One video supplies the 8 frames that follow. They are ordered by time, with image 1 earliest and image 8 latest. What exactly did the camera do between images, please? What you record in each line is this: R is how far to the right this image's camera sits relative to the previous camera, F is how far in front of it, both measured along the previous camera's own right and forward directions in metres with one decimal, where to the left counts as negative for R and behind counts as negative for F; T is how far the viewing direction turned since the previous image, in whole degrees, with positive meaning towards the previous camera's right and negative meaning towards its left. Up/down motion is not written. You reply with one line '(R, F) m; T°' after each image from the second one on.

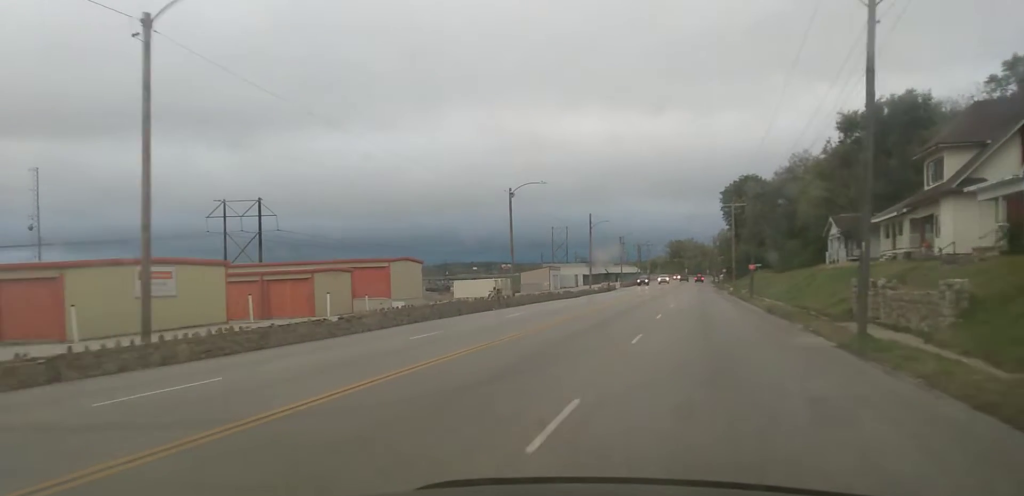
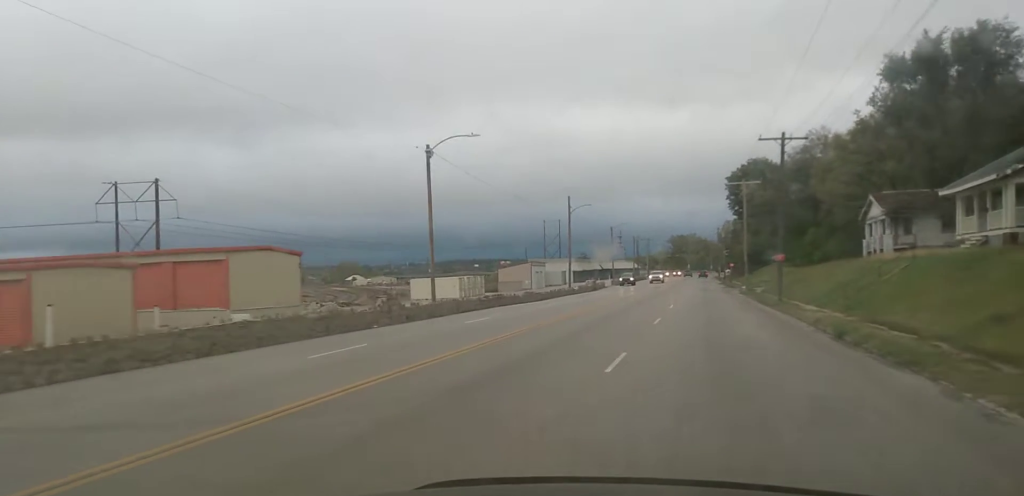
(+0.3, +20.1) m; +1°
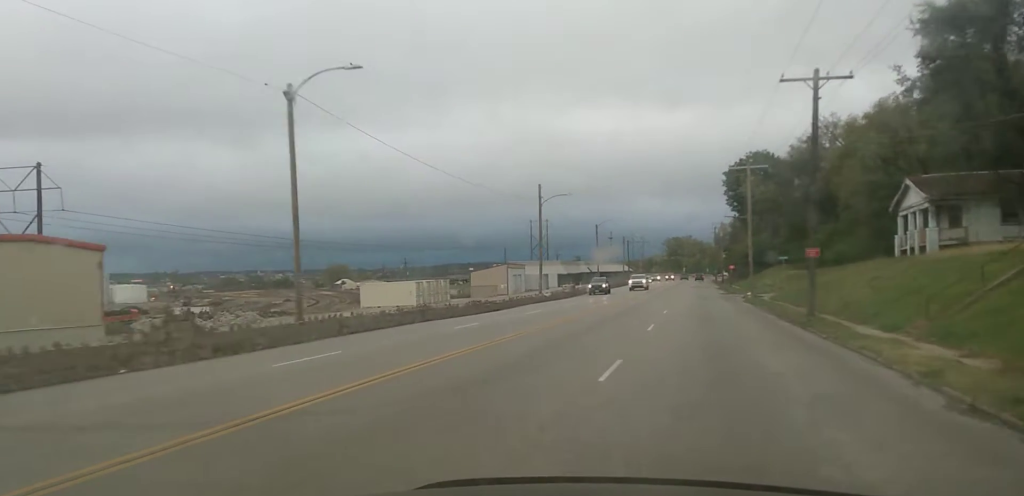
(+0.2, +12.0) m; 0°
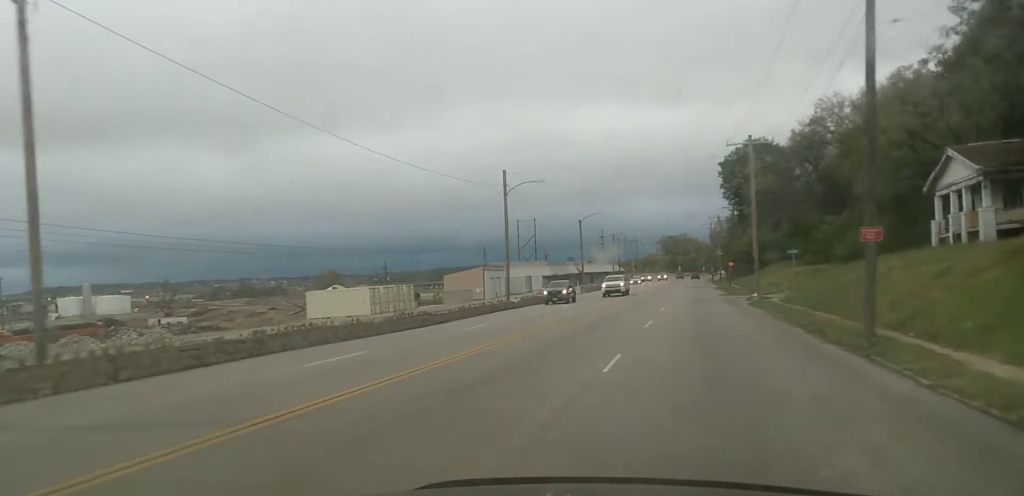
(-0.1, +10.5) m; -1°
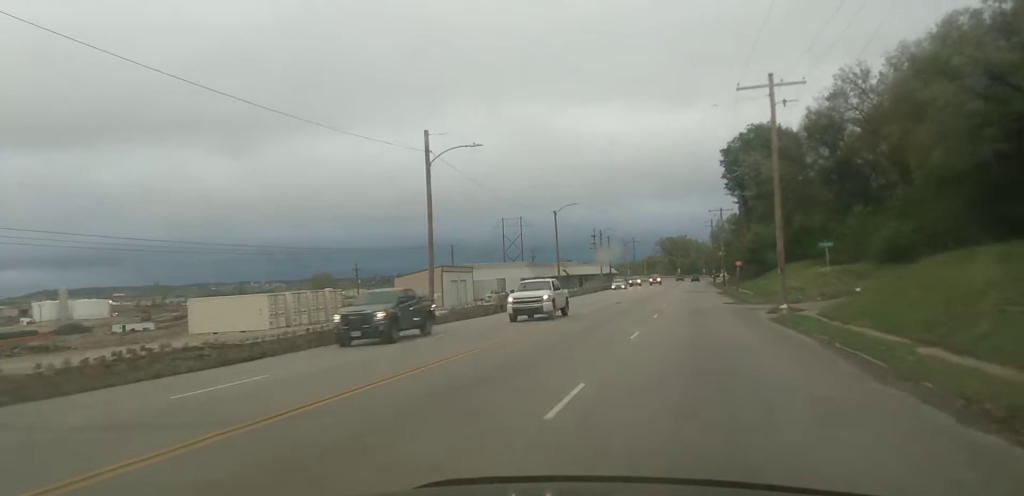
(-0.1, +16.5) m; +1°
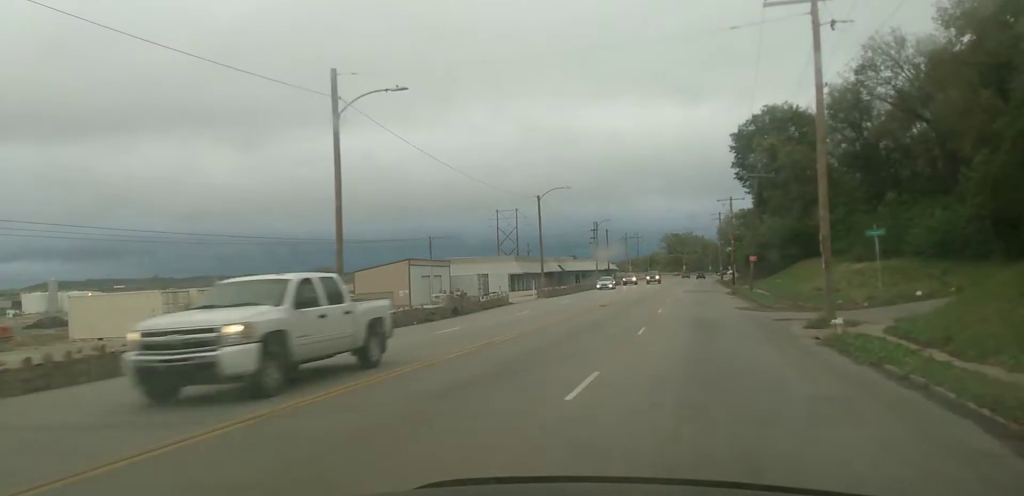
(+0.1, +11.6) m; 0°
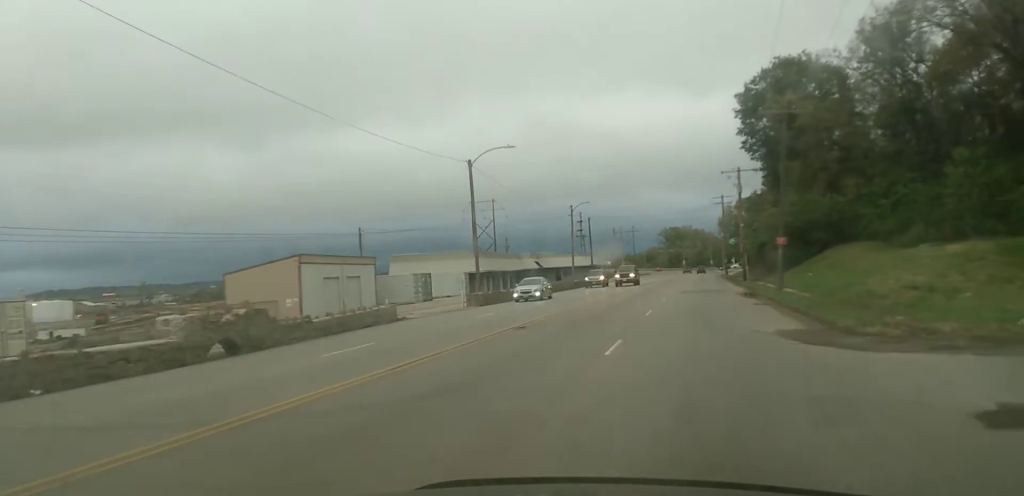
(-0.1, +20.0) m; -1°
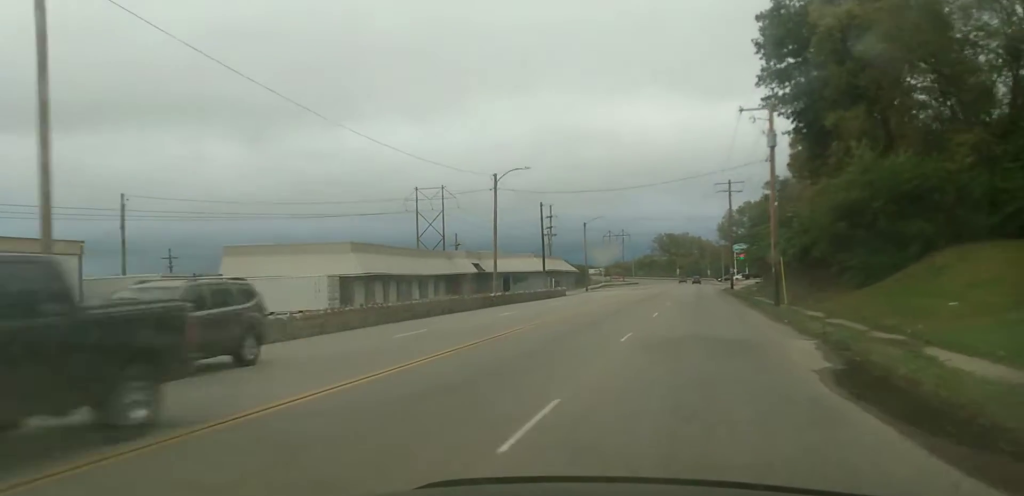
(-0.6, +32.2) m; -2°
